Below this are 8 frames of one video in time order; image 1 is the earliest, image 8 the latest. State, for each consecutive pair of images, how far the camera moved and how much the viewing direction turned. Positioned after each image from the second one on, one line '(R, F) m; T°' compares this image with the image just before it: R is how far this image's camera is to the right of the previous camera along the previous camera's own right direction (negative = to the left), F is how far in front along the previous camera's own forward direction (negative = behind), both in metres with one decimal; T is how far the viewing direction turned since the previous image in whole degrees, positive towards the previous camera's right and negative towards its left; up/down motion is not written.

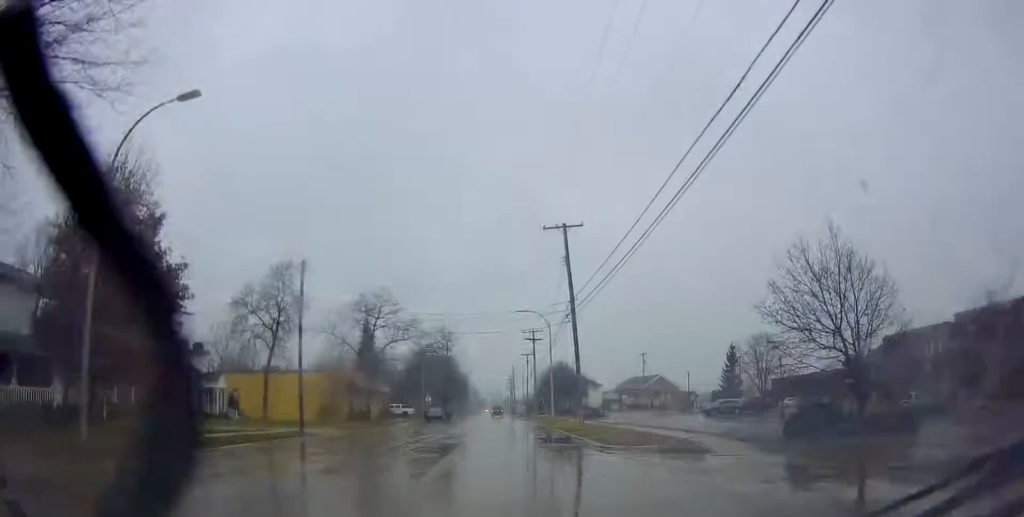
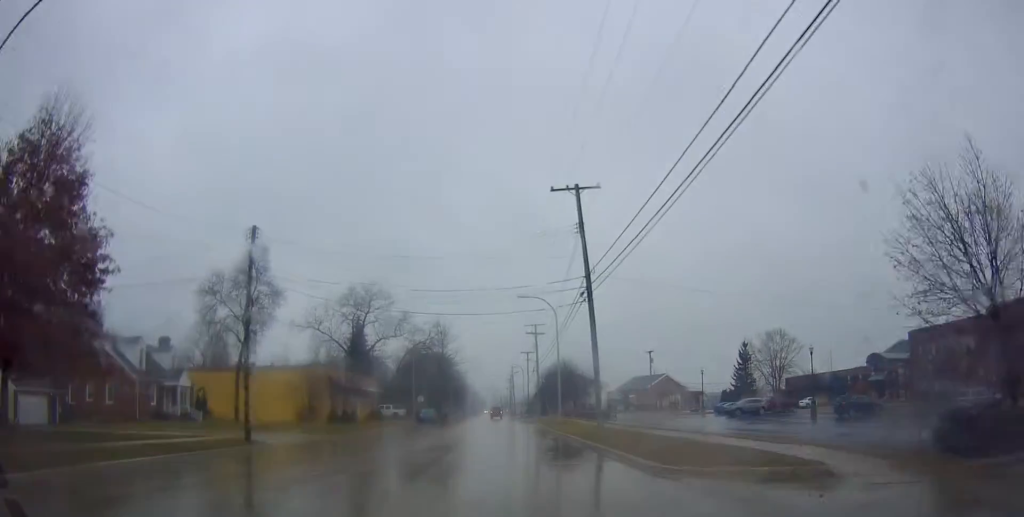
(0.0, +6.9) m; 0°
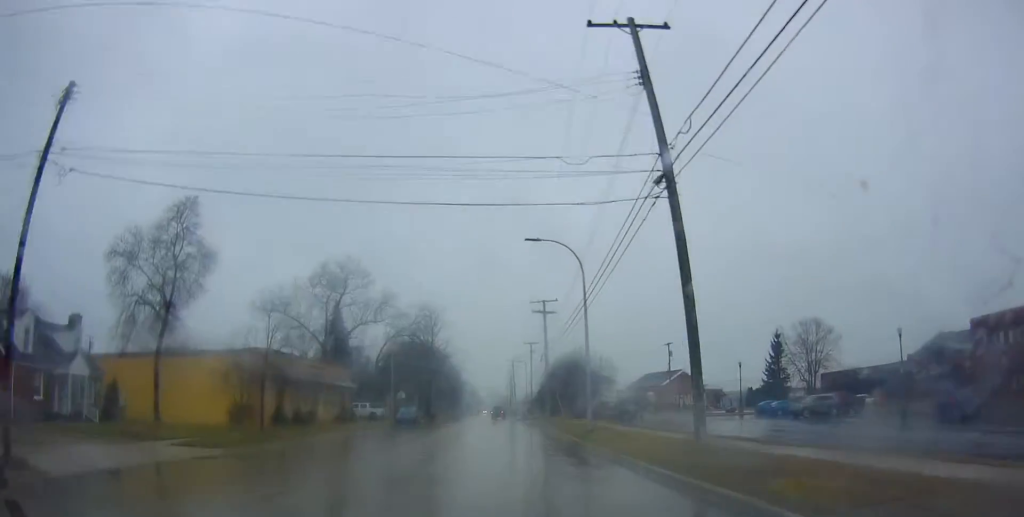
(+0.4, +14.3) m; +1°
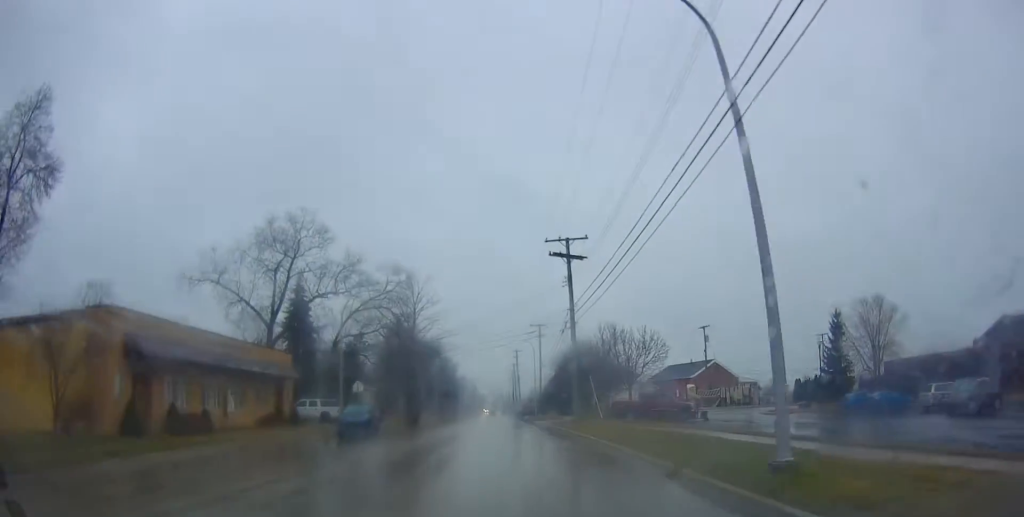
(-0.3, +18.8) m; 0°
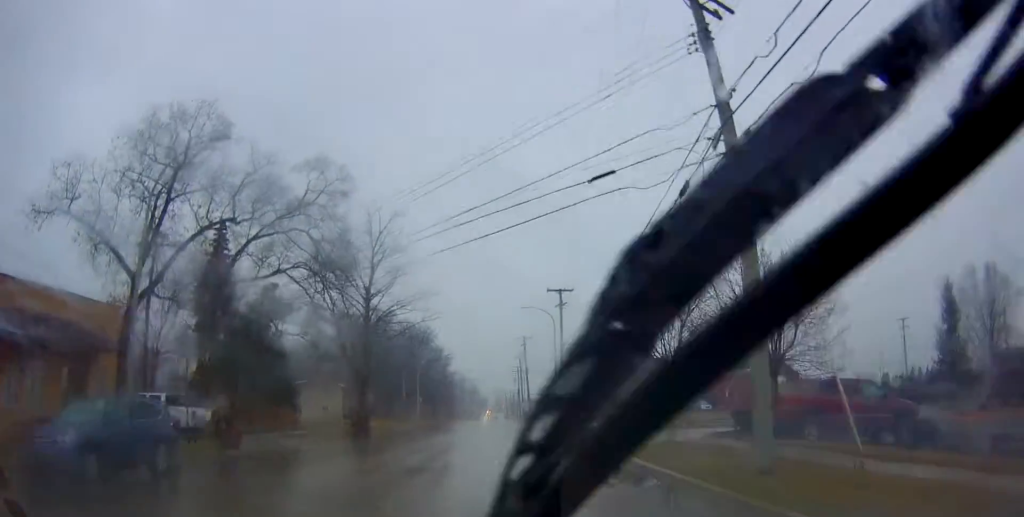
(+0.8, +24.1) m; +1°
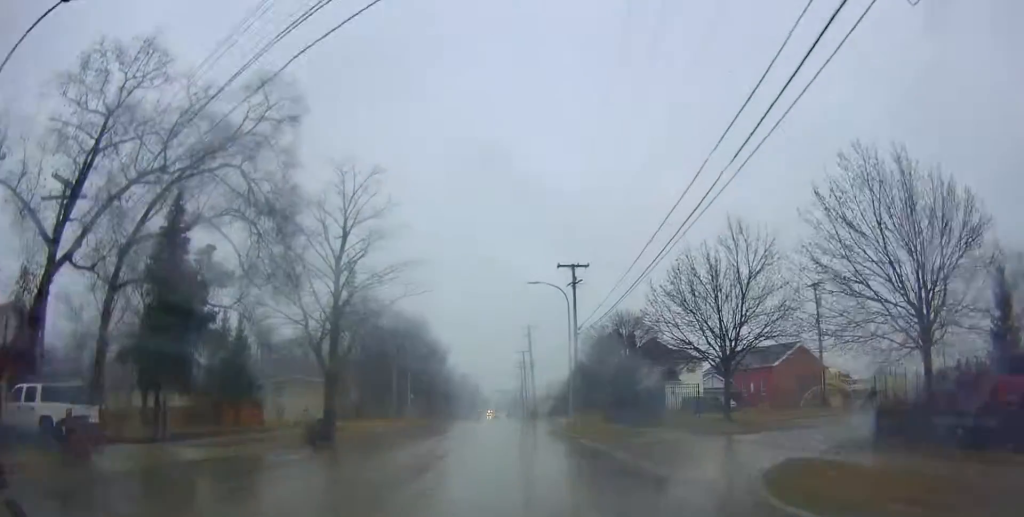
(-0.5, +8.7) m; -1°
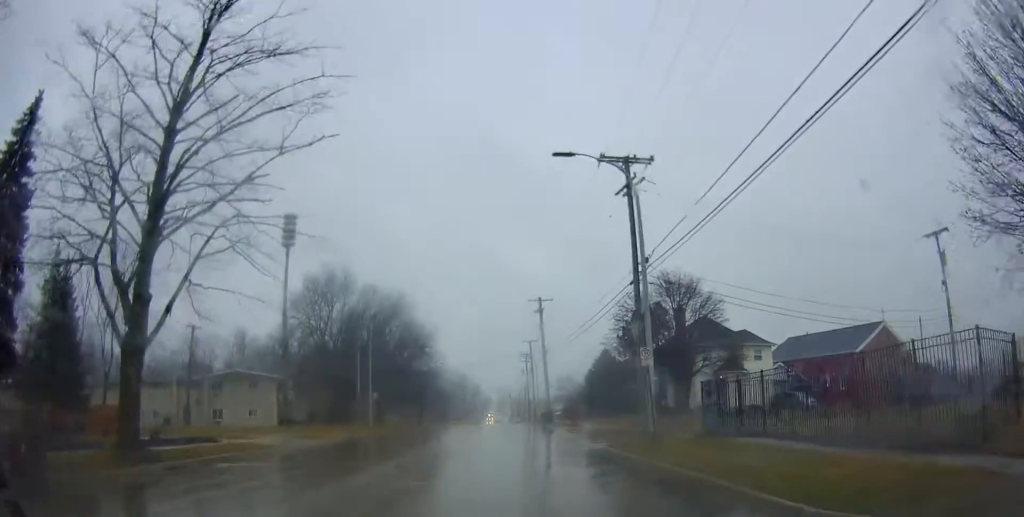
(-0.1, +19.8) m; -1°
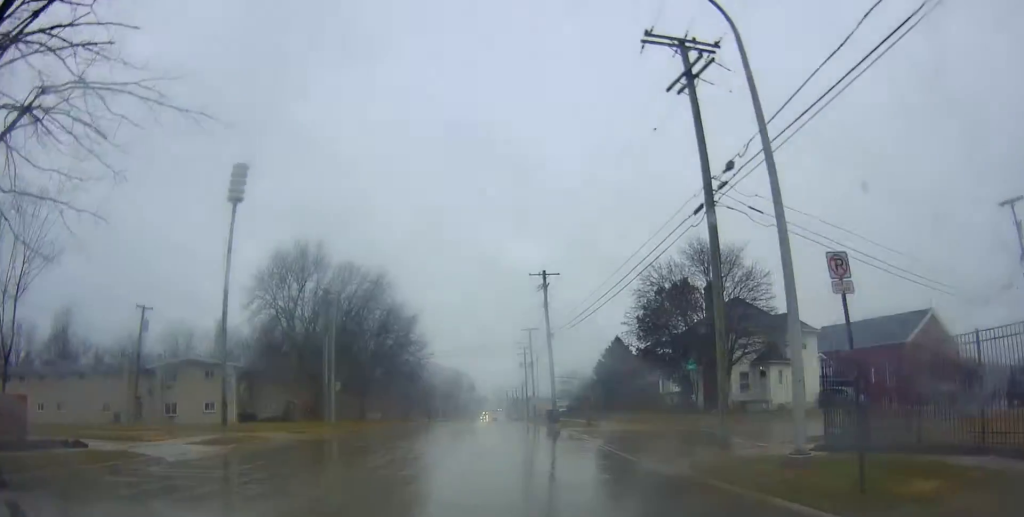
(-0.2, +9.5) m; +2°
